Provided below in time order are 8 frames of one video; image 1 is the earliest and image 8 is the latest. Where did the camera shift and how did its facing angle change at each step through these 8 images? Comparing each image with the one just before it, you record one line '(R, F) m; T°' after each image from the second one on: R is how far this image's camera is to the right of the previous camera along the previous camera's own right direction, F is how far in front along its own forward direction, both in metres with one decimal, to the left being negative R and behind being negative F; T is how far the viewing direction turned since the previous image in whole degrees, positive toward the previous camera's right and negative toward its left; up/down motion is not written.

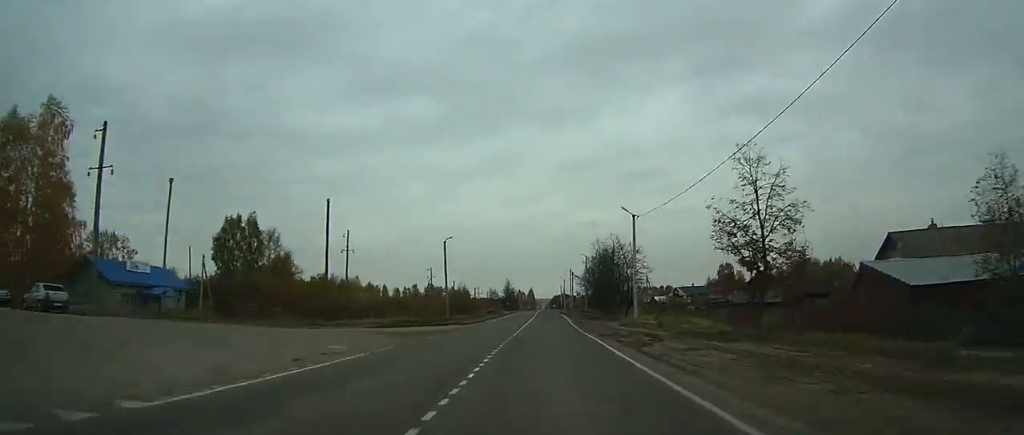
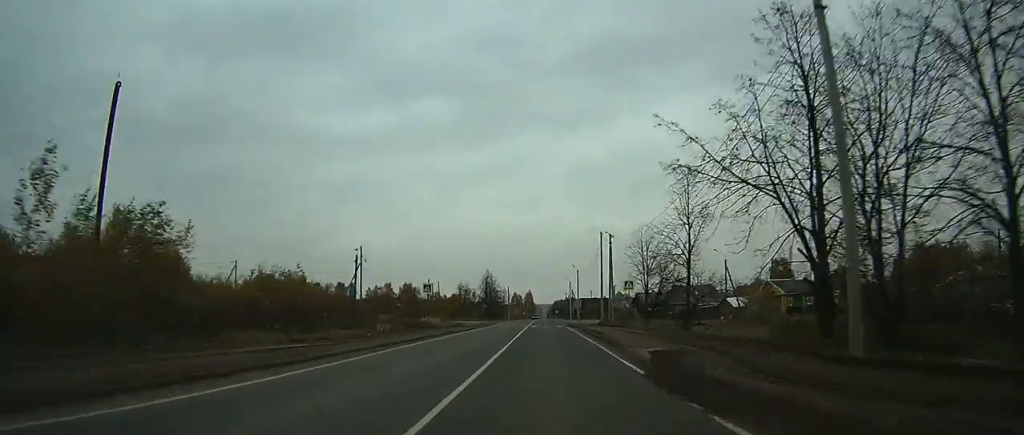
(+0.2, +66.8) m; 0°
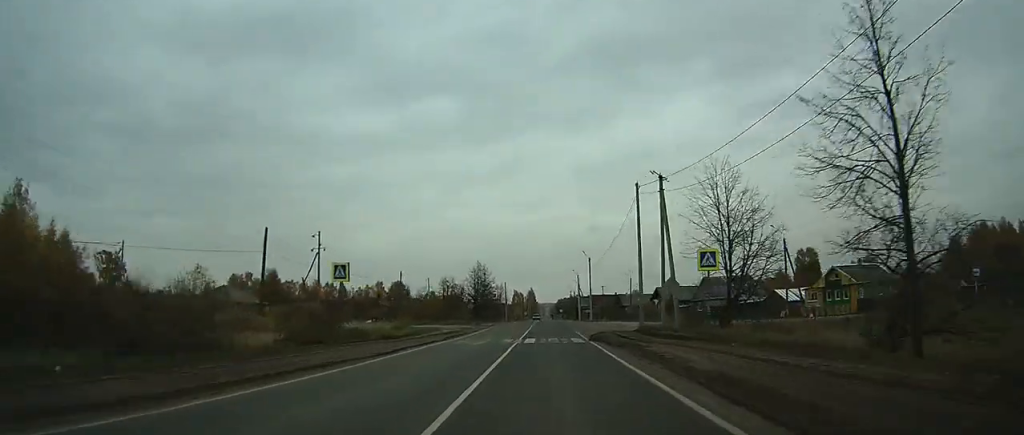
(0.0, +21.1) m; 0°
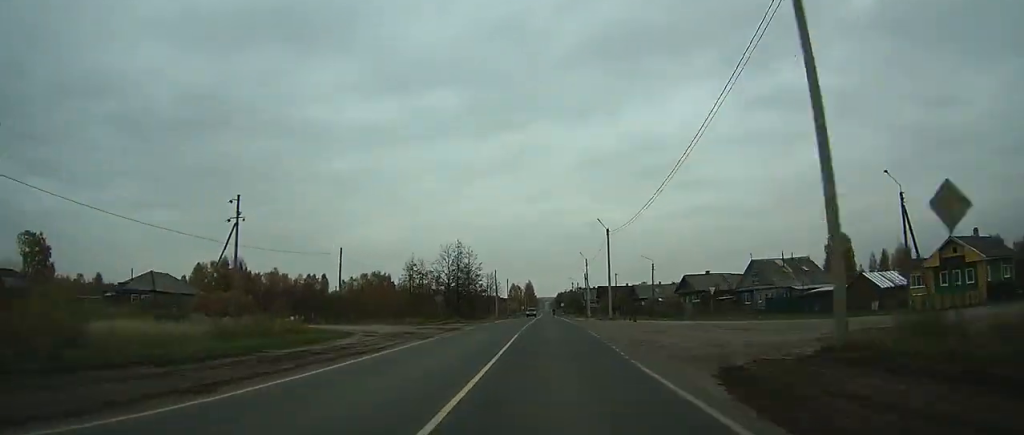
(-0.1, +25.4) m; 0°
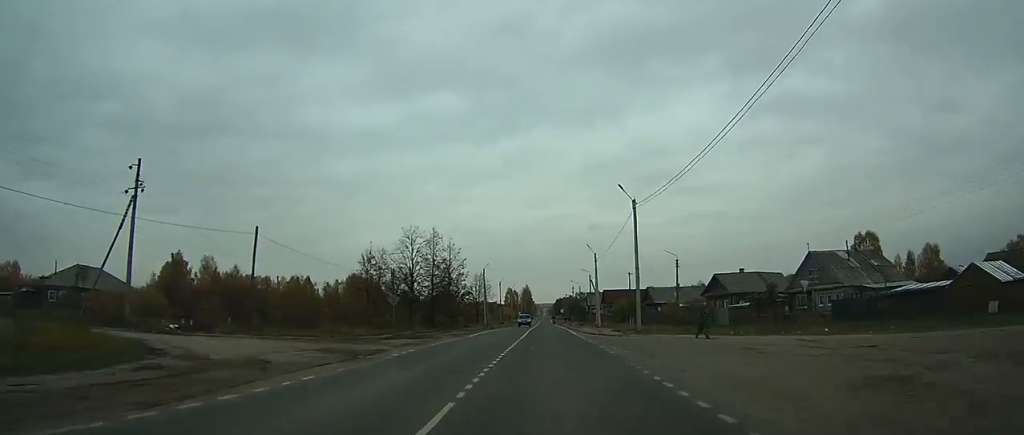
(0.0, +18.7) m; 0°
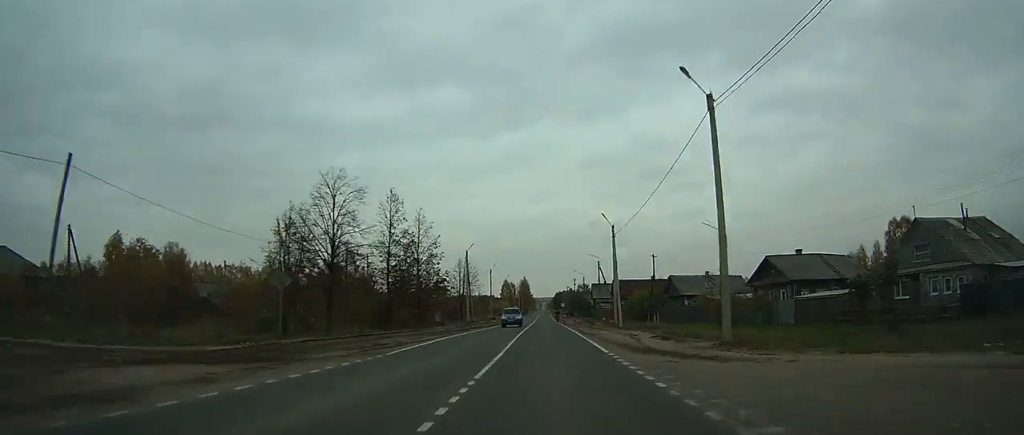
(0.0, +19.8) m; 0°
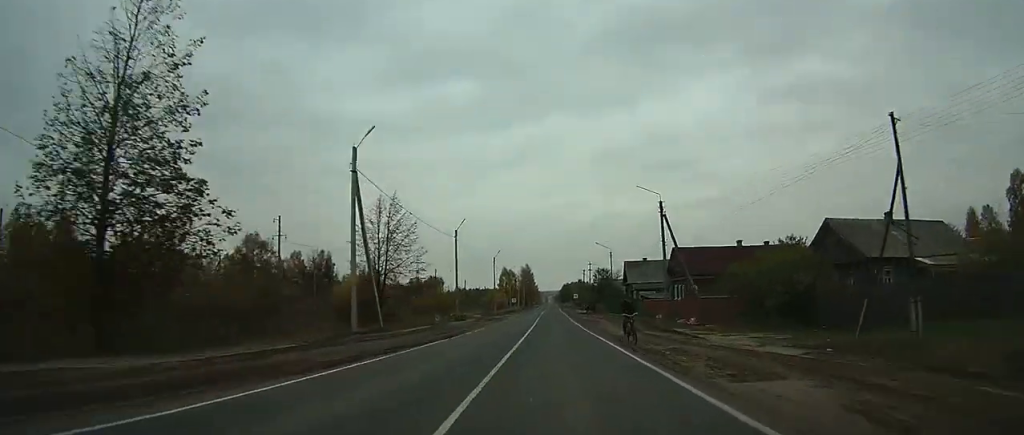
(-0.1, +46.4) m; 0°
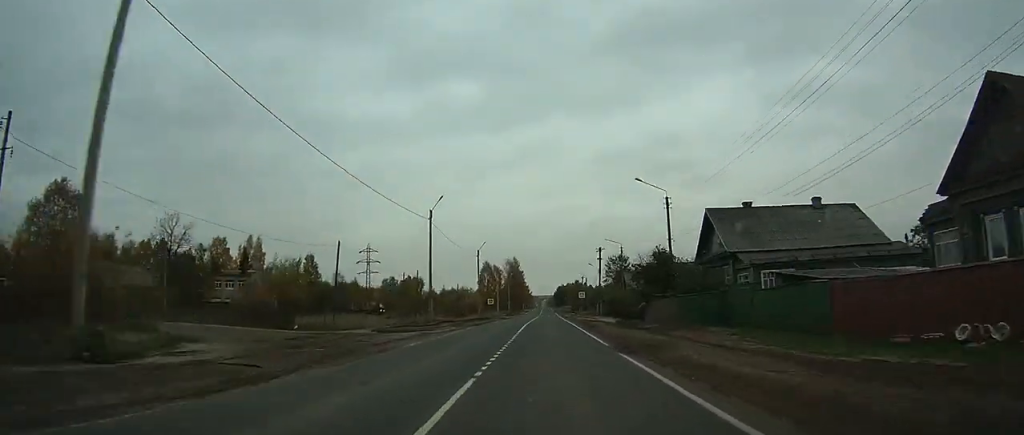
(+0.1, +44.2) m; 0°
